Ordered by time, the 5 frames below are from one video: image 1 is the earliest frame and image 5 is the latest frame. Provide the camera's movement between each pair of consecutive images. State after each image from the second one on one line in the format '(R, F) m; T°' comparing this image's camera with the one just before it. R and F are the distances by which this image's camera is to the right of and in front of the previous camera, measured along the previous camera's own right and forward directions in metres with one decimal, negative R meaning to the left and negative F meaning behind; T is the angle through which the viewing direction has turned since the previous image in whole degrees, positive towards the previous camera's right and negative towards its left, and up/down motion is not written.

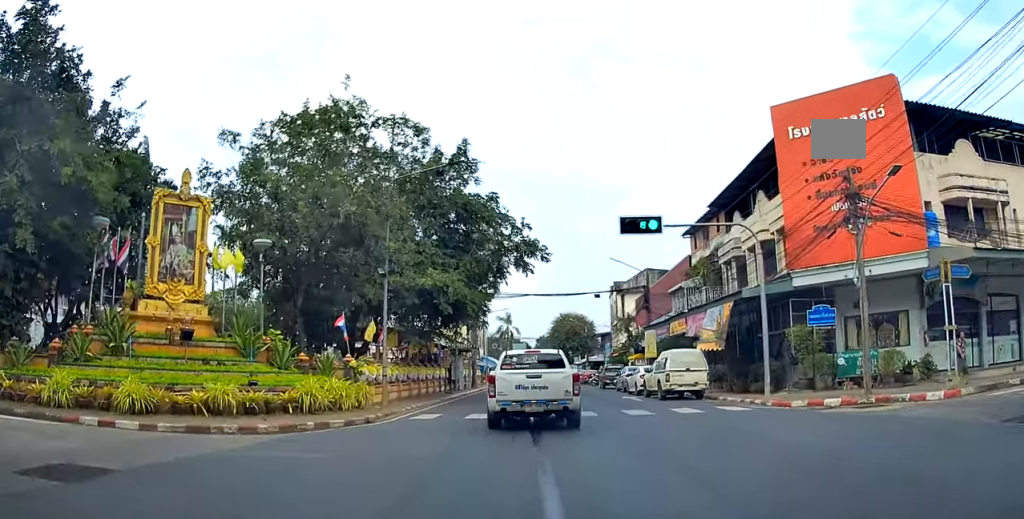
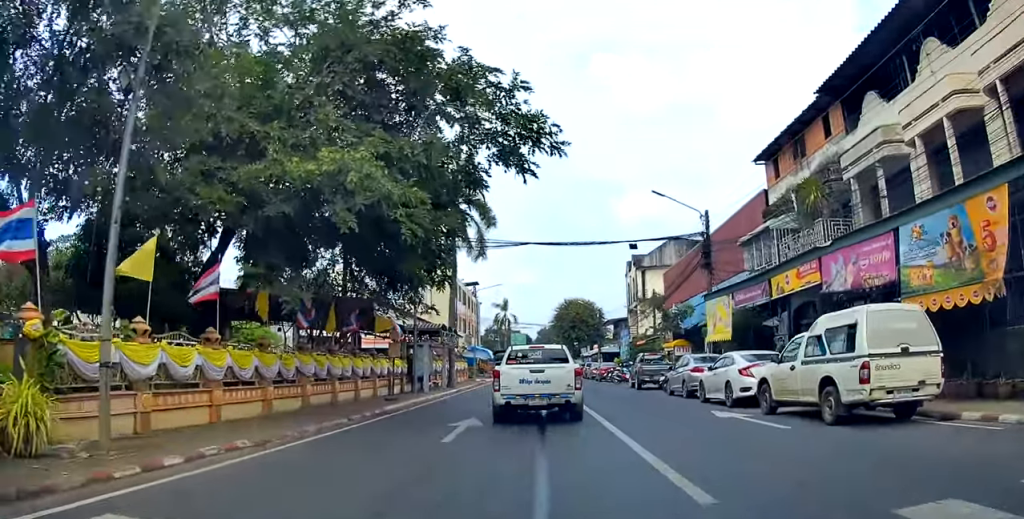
(-0.3, +15.0) m; -1°
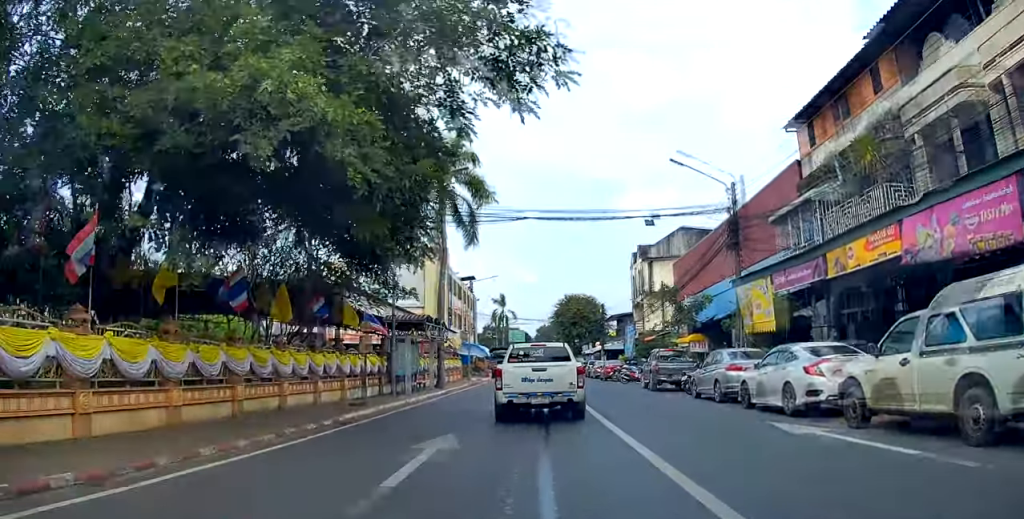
(0.0, +3.9) m; 0°
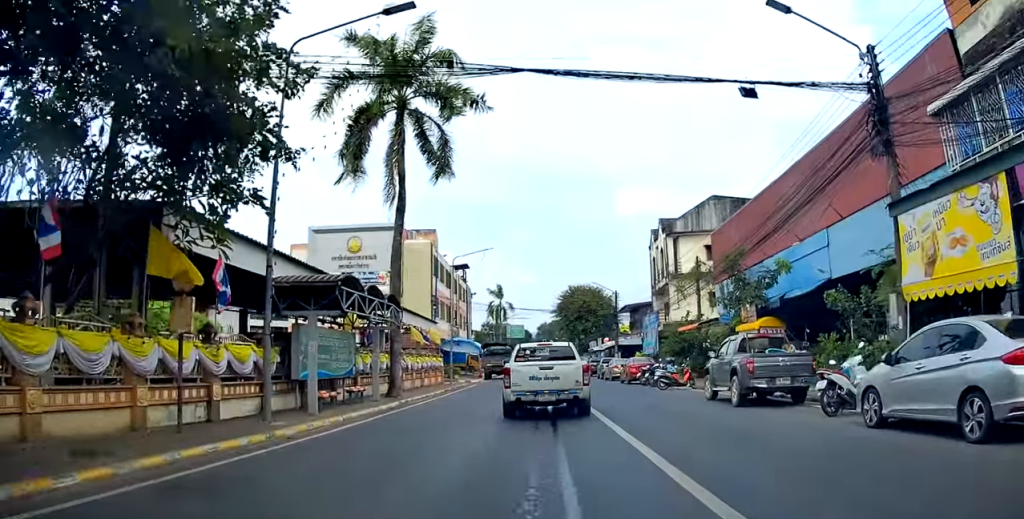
(0.0, +9.8) m; 0°
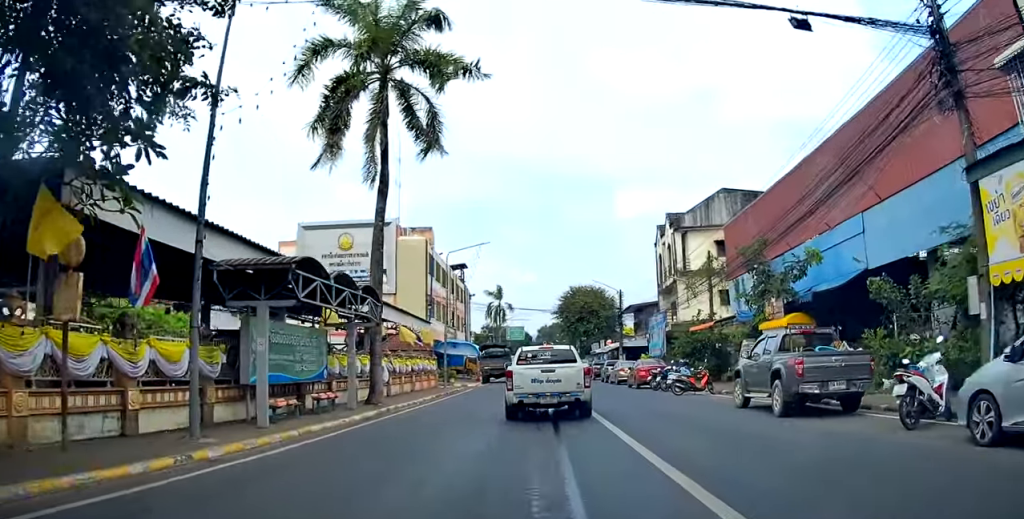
(0.0, +3.0) m; 0°
